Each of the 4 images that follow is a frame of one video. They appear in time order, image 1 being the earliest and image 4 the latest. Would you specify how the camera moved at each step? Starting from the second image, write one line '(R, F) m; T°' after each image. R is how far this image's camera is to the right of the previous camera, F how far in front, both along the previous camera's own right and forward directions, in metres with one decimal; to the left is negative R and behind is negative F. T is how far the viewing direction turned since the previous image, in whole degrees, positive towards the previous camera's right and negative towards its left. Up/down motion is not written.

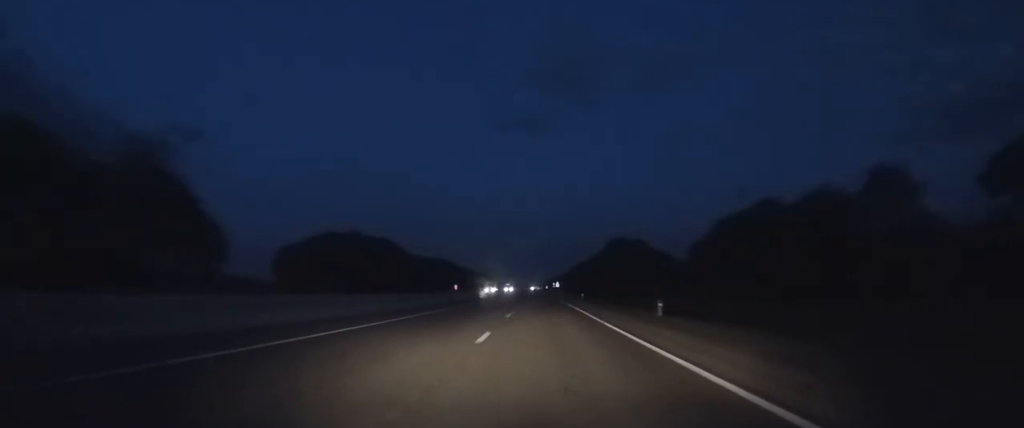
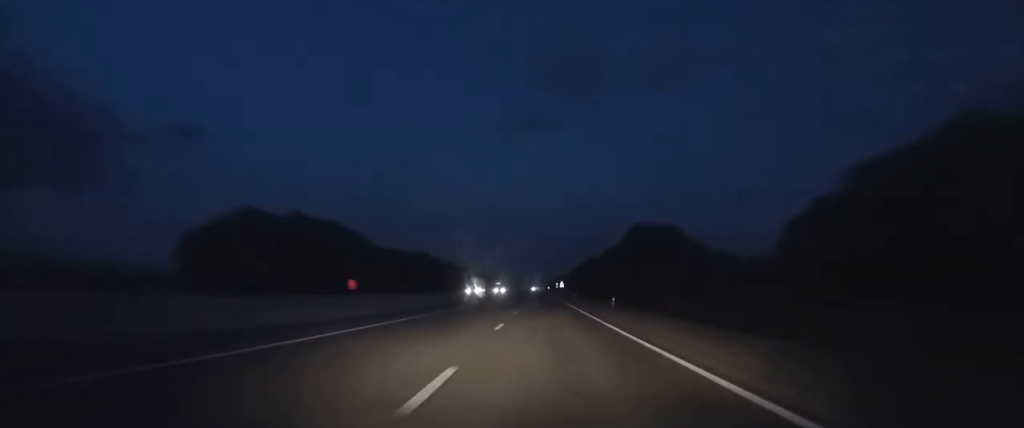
(-0.2, +32.1) m; 0°
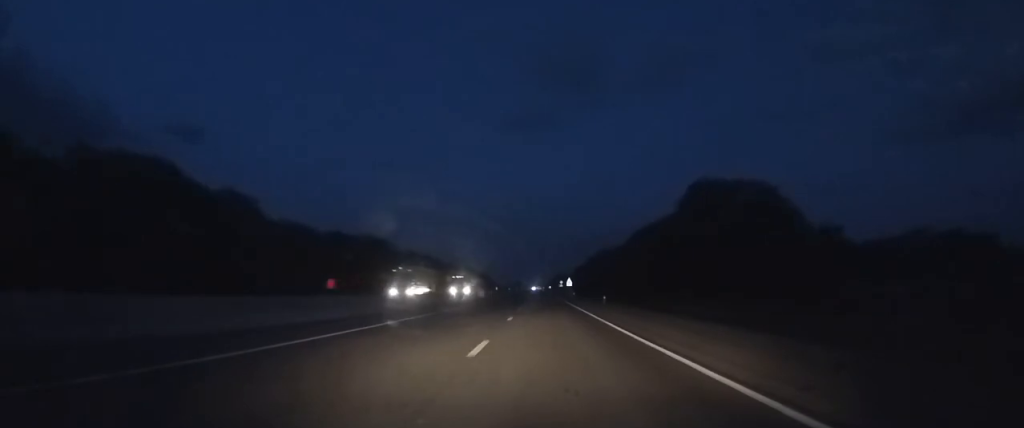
(-0.1, +35.2) m; 0°
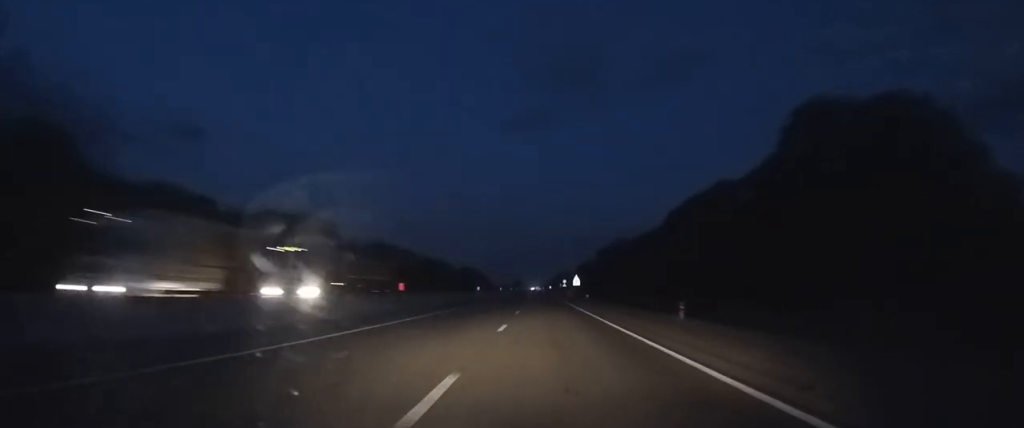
(0.0, +21.3) m; 0°
